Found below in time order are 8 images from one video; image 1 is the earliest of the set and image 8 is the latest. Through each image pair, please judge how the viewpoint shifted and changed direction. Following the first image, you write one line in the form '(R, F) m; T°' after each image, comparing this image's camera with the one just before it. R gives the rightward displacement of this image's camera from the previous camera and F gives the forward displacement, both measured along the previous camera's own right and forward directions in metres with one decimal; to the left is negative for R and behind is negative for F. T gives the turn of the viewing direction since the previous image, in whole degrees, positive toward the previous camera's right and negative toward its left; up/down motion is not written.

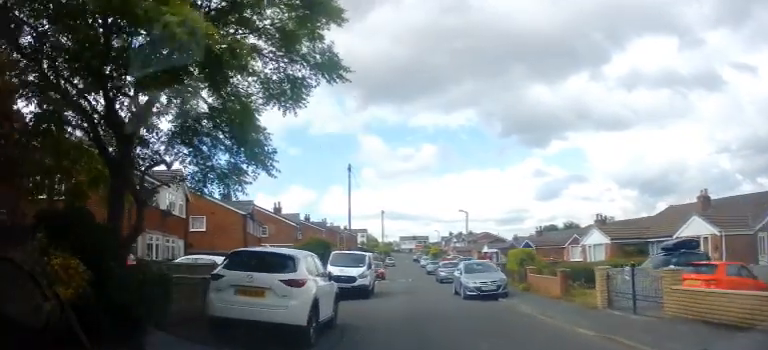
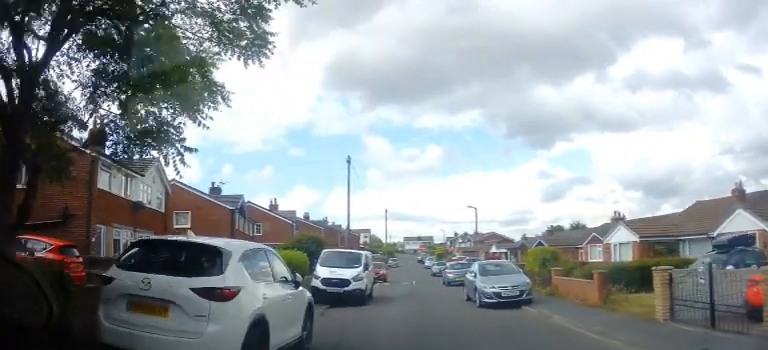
(0.0, +3.1) m; 0°
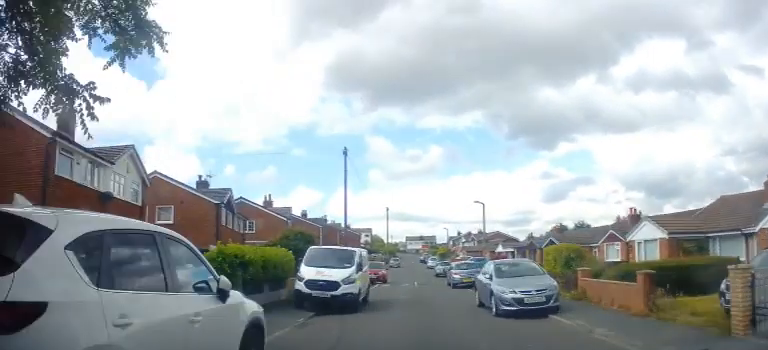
(0.0, +2.9) m; 0°
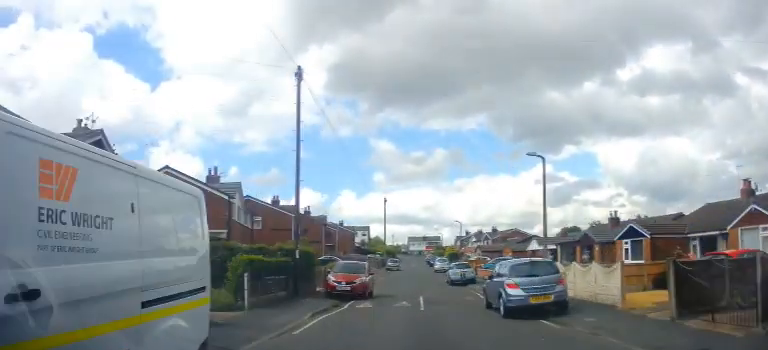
(+0.5, +14.6) m; +3°
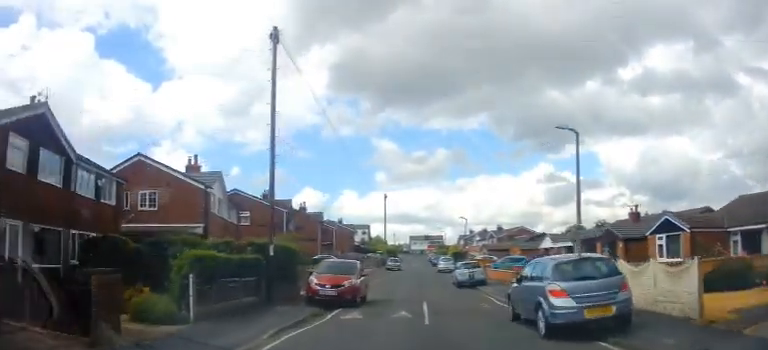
(0.0, +3.7) m; -2°
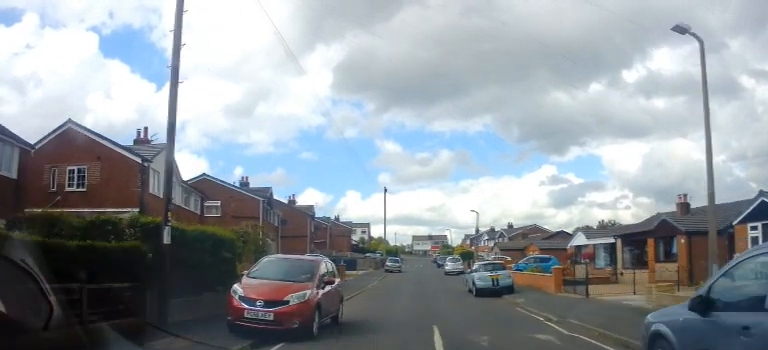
(-0.4, +6.7) m; -4°
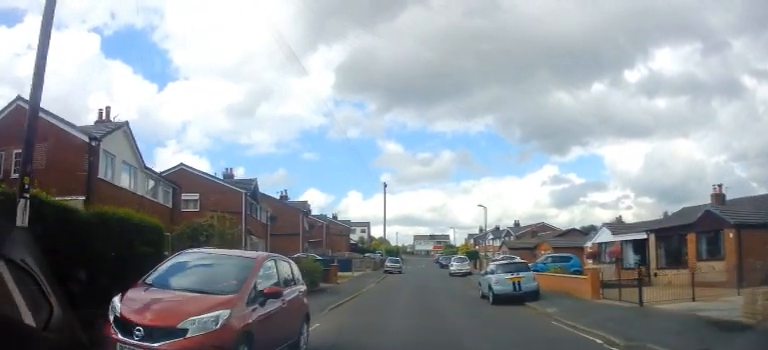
(-0.1, +4.0) m; 0°
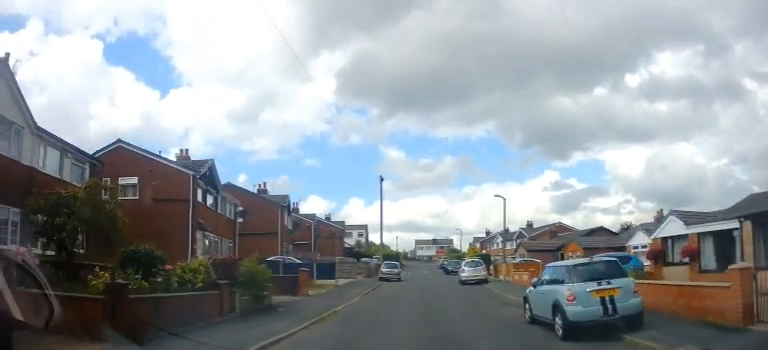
(+0.4, +7.8) m; +3°
